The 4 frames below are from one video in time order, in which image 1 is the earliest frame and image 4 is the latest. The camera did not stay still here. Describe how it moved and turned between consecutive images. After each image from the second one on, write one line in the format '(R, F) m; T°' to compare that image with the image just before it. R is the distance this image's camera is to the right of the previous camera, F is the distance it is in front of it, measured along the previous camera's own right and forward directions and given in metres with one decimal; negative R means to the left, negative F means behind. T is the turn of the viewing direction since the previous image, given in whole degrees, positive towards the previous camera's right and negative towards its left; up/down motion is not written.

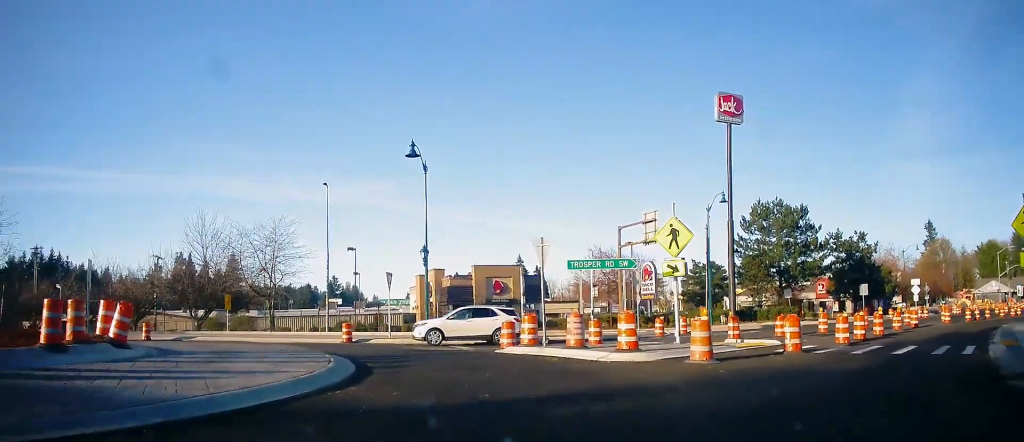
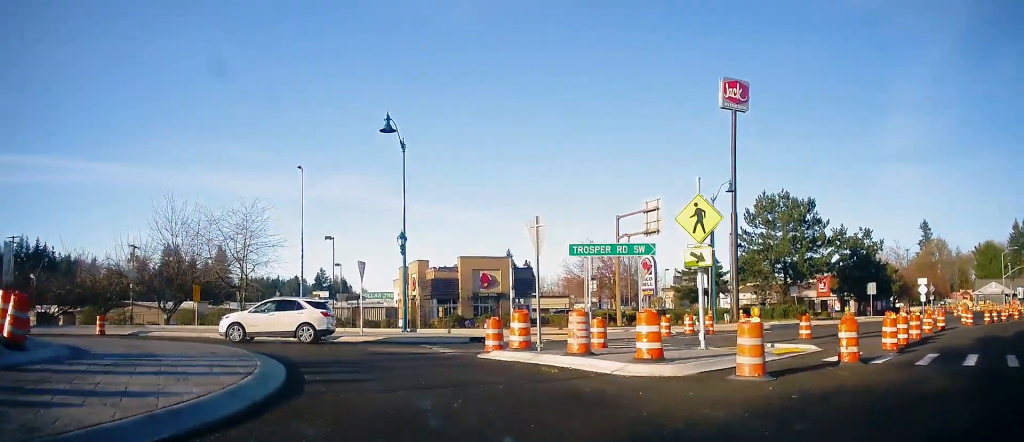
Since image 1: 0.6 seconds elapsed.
(-0.2, +3.3) m; -6°
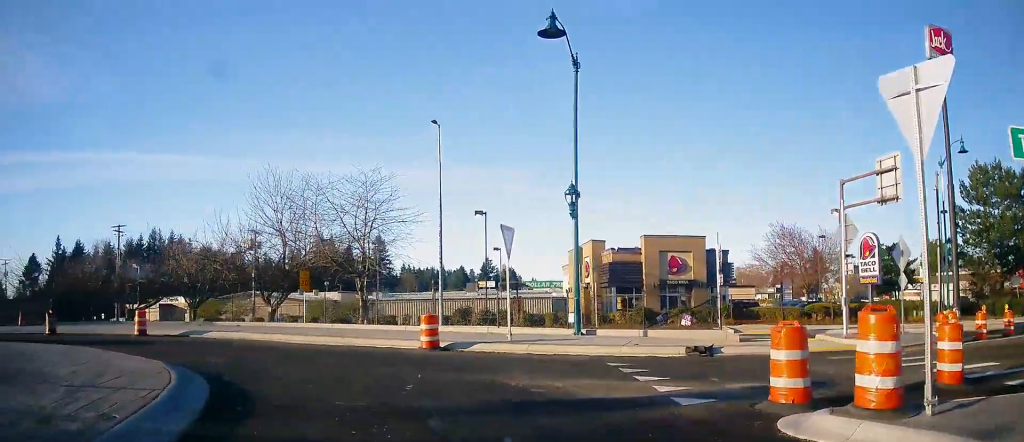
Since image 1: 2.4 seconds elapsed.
(-1.5, +9.5) m; -14°
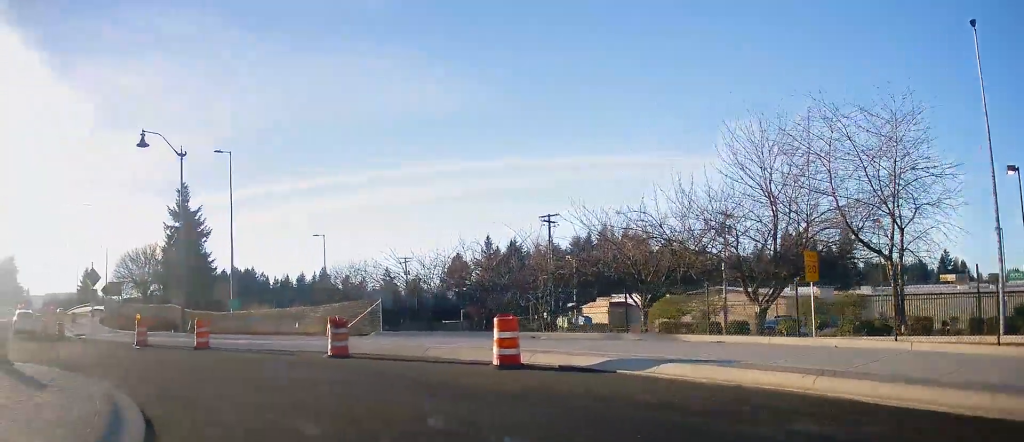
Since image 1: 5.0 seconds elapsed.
(-4.2, +11.8) m; -43°
